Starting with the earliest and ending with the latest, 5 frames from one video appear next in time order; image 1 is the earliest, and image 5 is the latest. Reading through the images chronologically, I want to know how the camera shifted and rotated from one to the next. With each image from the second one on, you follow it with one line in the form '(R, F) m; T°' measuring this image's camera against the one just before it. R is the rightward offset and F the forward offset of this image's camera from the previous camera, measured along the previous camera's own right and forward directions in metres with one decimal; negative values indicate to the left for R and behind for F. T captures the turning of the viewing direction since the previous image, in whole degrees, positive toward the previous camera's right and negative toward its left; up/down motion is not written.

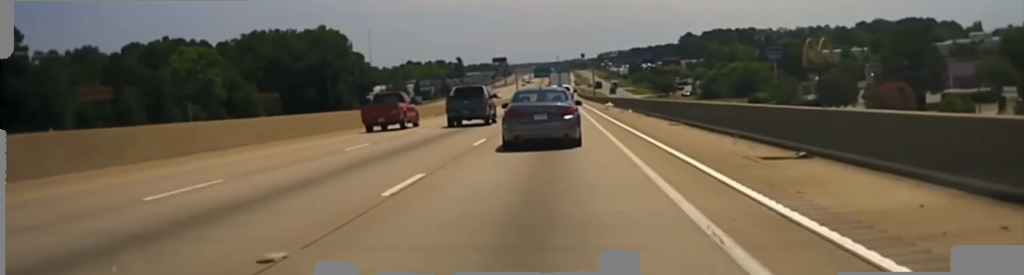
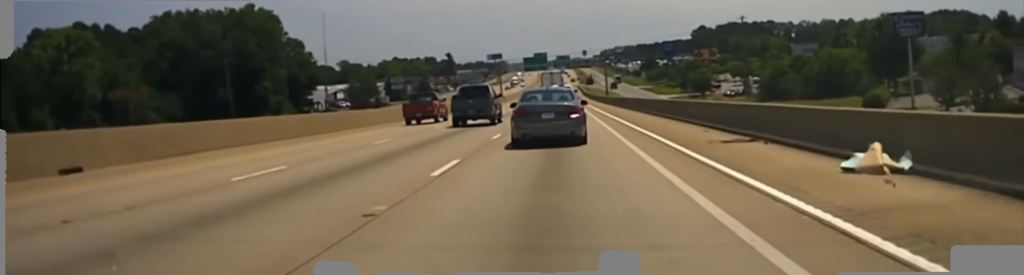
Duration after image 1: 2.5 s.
(+0.3, +70.4) m; 0°
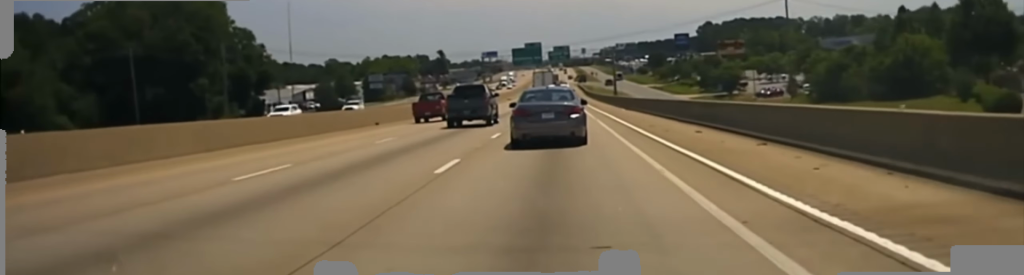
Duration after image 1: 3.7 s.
(+0.2, +34.8) m; 0°
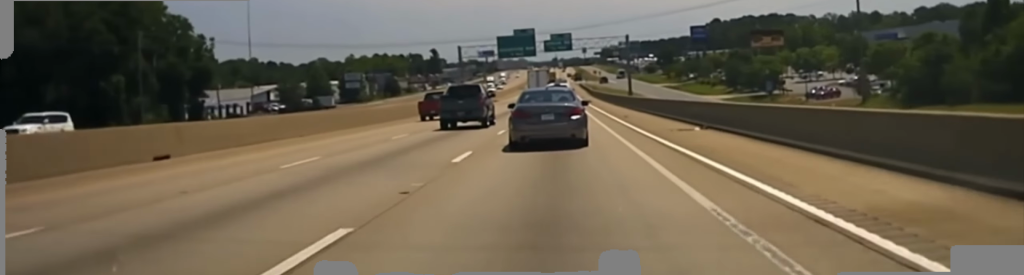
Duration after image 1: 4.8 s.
(-0.1, +34.1) m; 0°
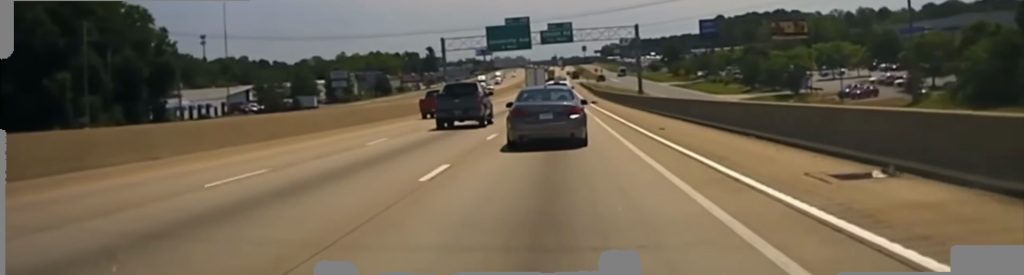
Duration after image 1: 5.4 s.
(0.0, +16.0) m; 0°
